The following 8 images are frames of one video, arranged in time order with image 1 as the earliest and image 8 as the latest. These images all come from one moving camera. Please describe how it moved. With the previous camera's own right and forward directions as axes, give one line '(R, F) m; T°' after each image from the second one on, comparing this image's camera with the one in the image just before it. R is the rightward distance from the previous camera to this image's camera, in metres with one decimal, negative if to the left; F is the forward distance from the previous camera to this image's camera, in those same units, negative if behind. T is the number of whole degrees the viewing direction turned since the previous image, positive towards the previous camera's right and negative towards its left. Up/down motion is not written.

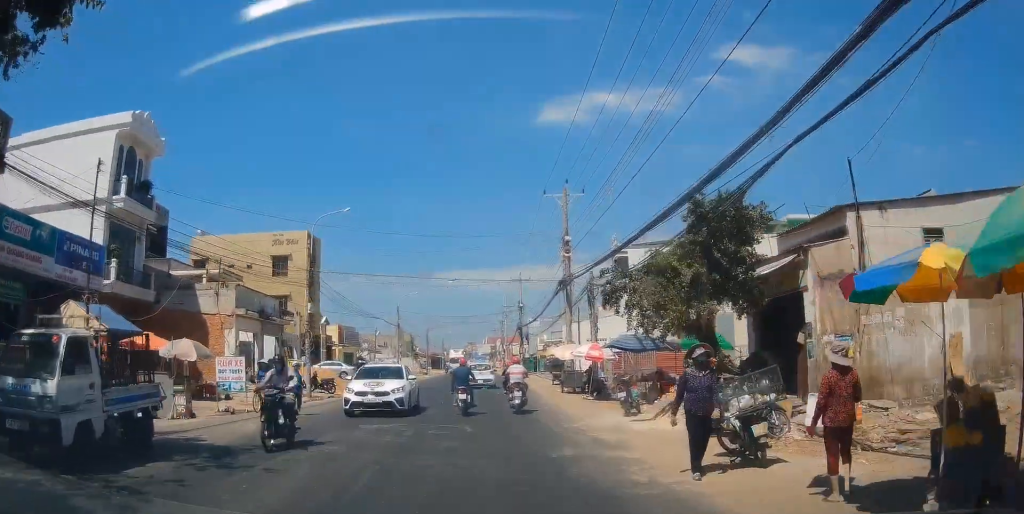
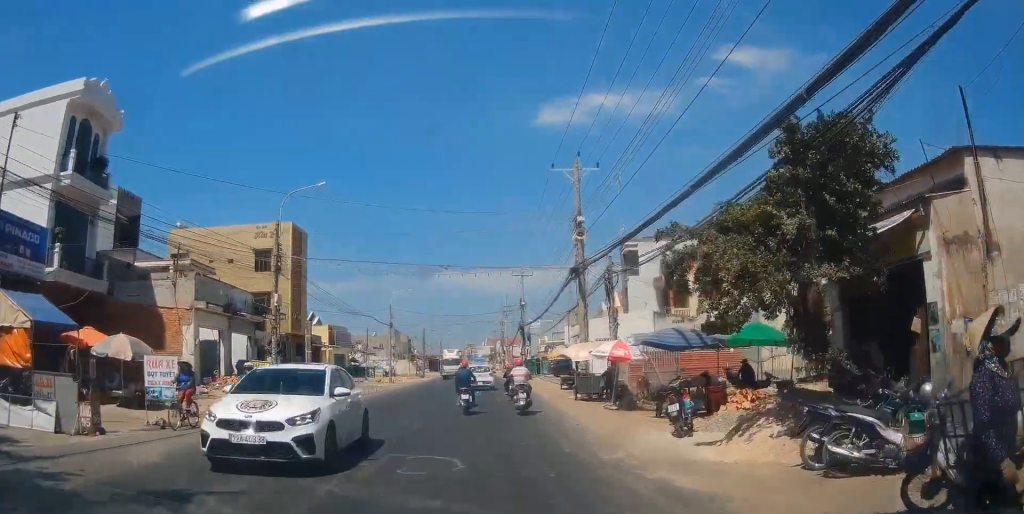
(+0.3, +4.5) m; 0°
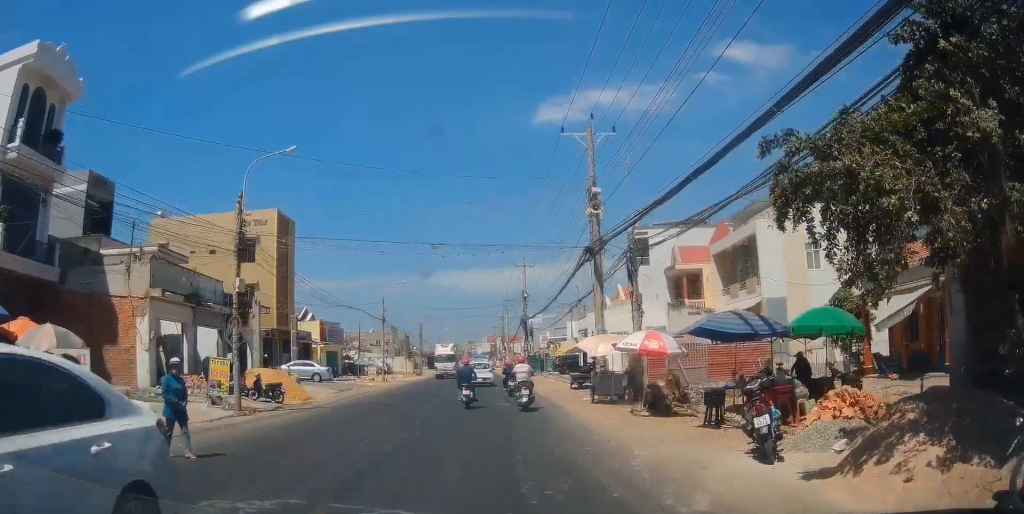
(+0.2, +3.8) m; 0°
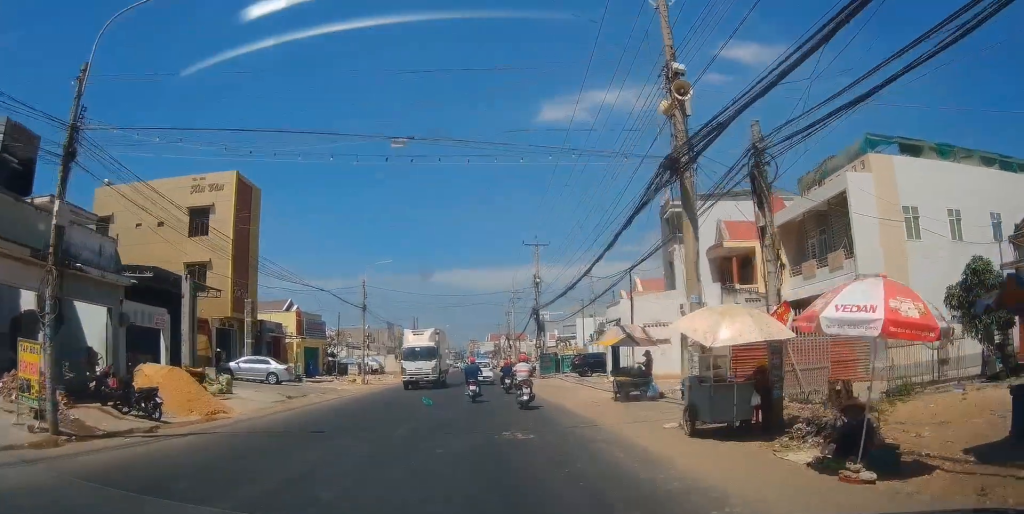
(-0.5, +9.8) m; -2°
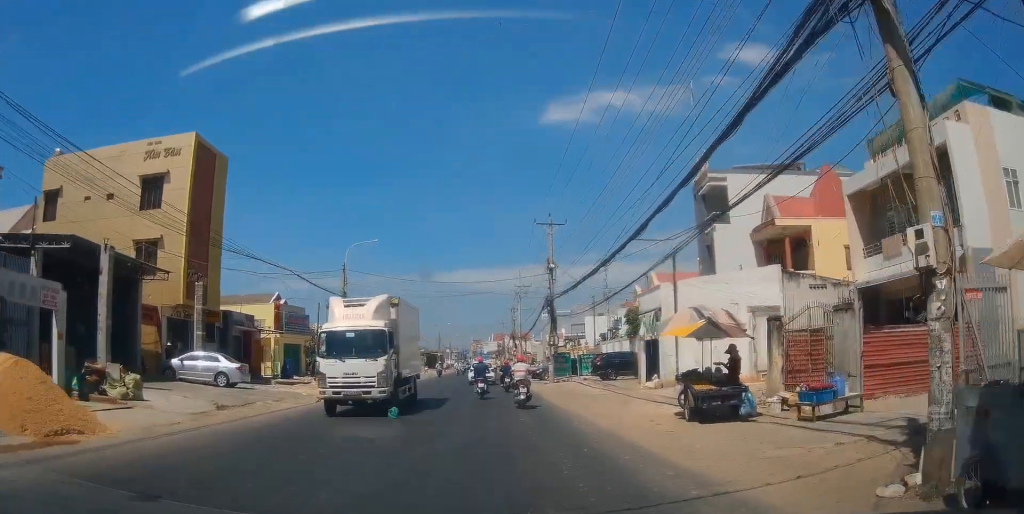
(+0.1, +7.3) m; +3°
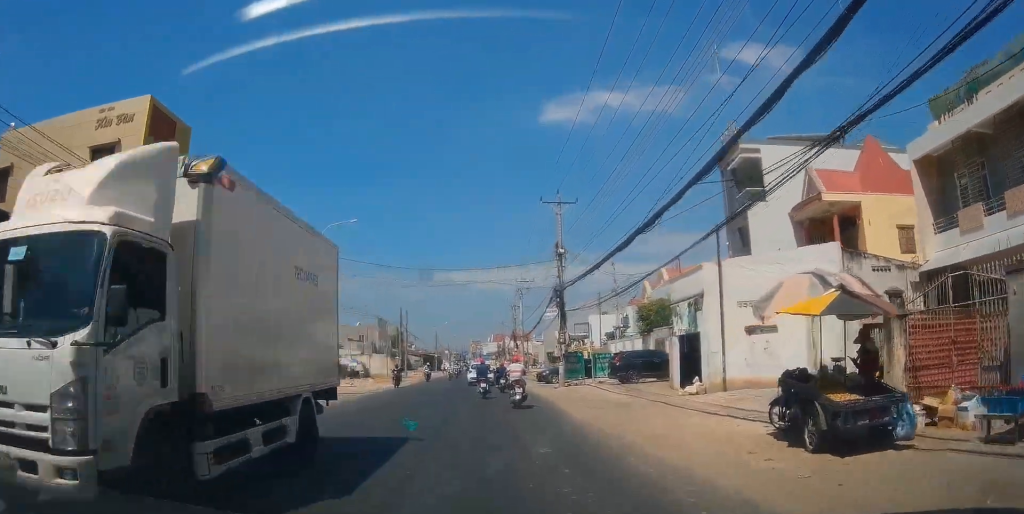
(+0.4, +5.6) m; 0°
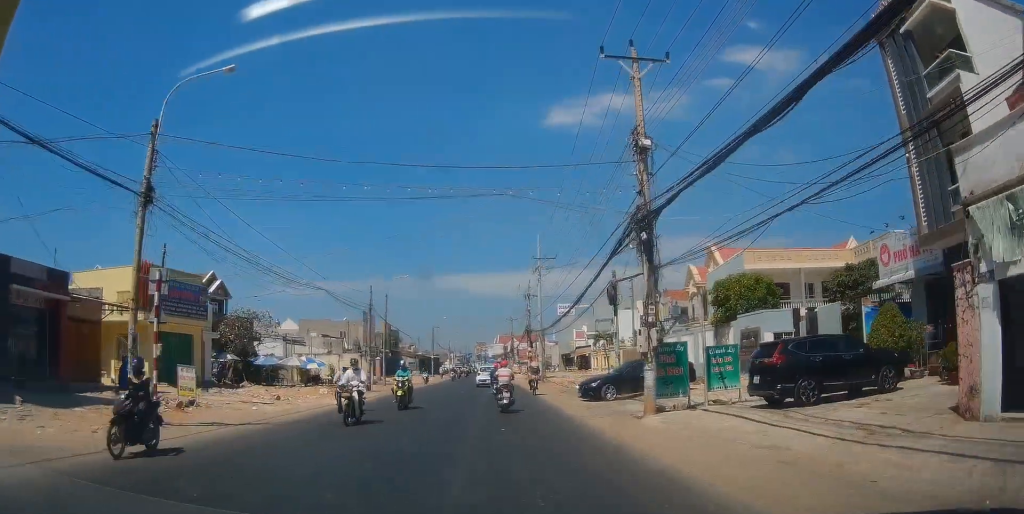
(-0.1, +17.2) m; 0°
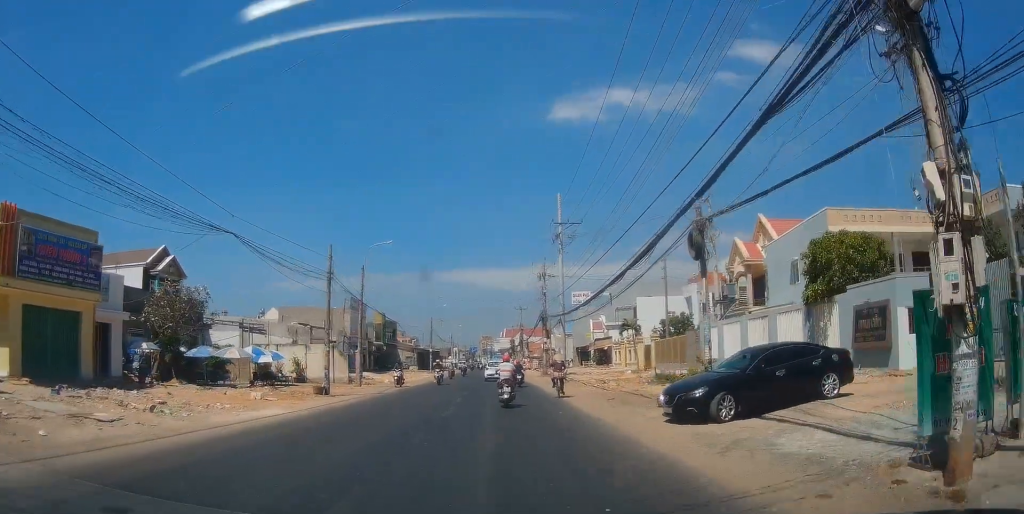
(-0.6, +11.3) m; -3°
